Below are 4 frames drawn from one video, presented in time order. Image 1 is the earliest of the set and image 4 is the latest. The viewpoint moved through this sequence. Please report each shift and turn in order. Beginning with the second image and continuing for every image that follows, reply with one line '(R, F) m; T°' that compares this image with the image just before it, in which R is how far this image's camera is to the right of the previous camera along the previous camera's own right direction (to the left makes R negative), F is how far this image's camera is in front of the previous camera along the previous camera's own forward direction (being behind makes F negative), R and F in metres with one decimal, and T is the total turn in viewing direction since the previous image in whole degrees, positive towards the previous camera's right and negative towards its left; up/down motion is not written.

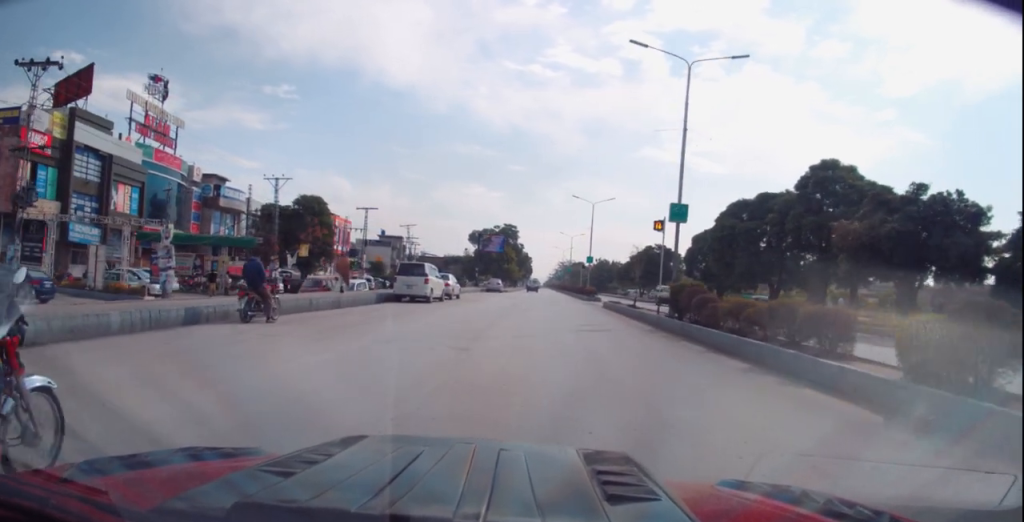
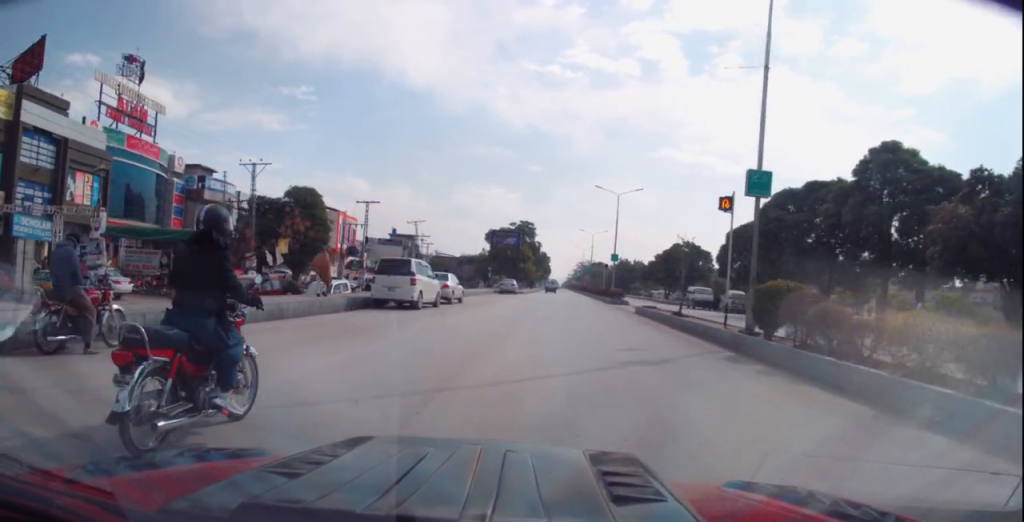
(0.0, +6.6) m; +1°
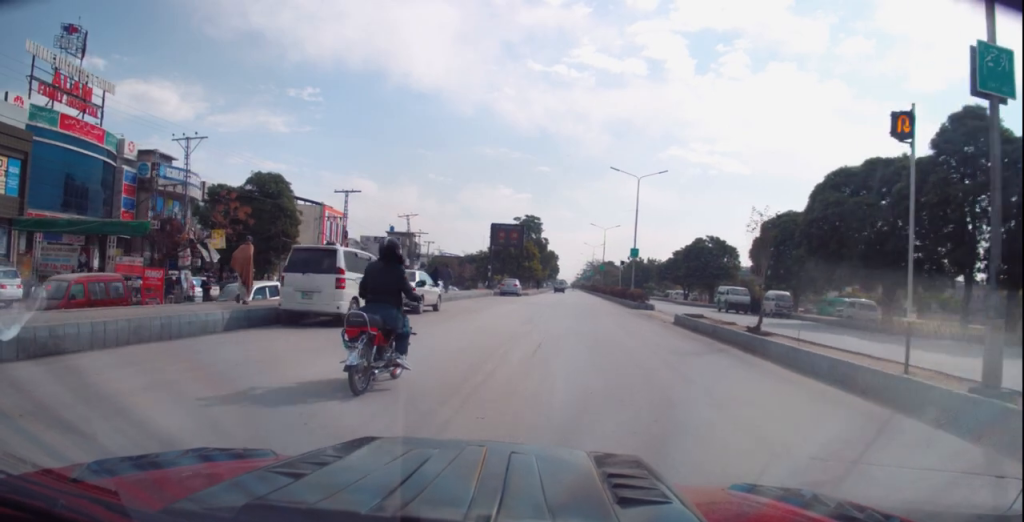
(+0.1, +8.3) m; +1°
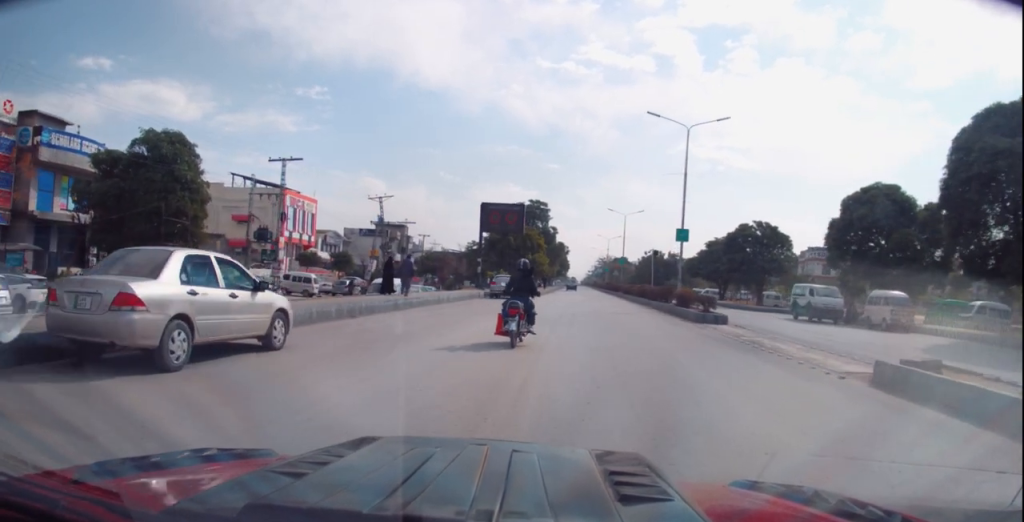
(-0.6, +14.8) m; -4°
